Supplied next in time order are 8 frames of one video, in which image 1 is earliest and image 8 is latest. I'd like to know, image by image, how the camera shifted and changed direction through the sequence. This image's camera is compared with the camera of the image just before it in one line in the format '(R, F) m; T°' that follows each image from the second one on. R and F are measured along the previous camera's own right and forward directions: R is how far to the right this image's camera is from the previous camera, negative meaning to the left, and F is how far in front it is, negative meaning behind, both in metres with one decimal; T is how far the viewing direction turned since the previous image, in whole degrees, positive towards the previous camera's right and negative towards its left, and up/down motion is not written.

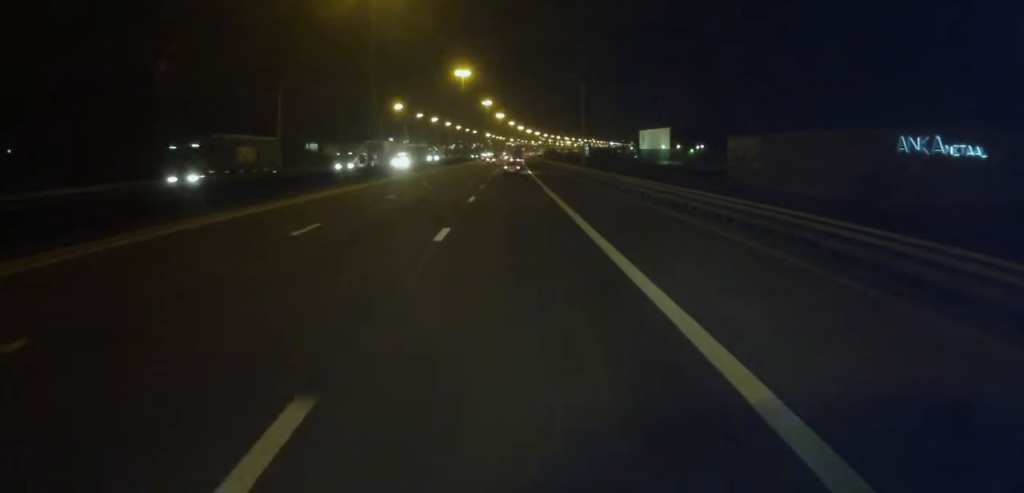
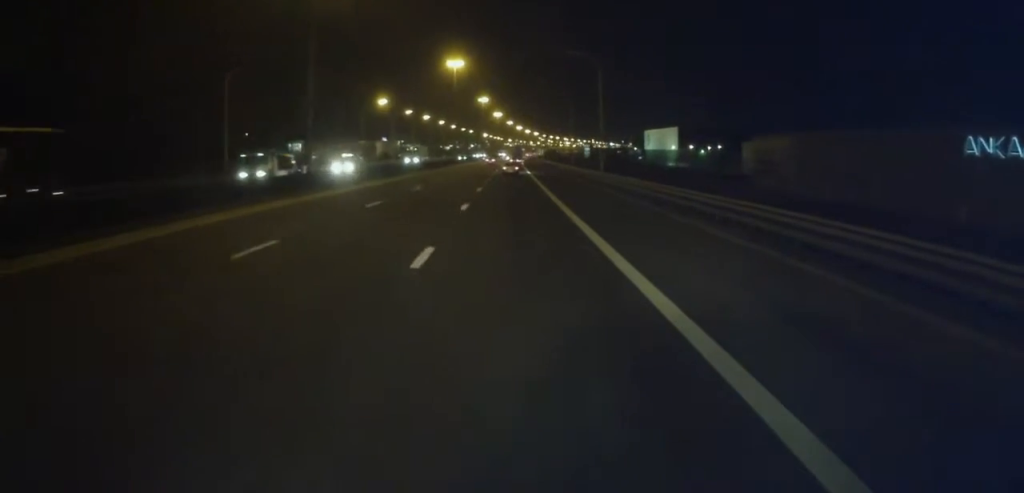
(0.0, +15.6) m; 0°
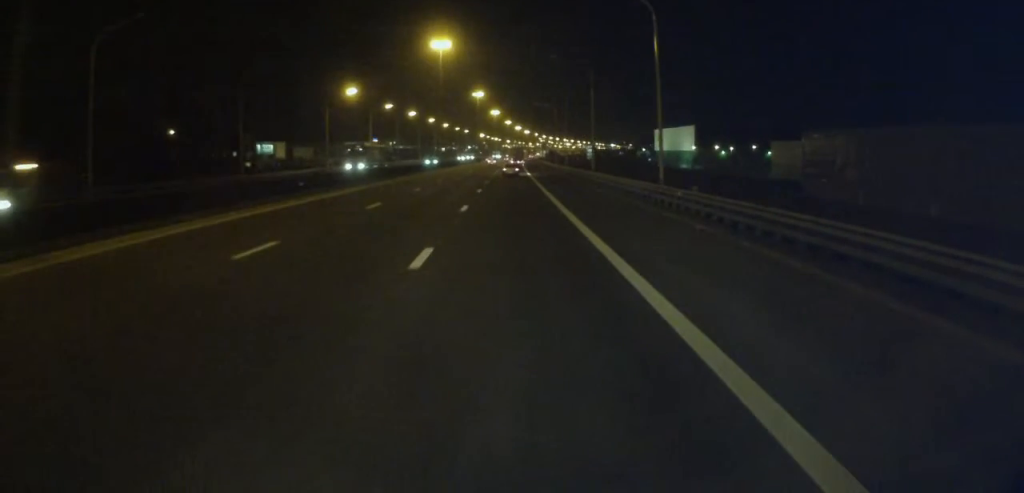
(-0.1, +31.5) m; -1°
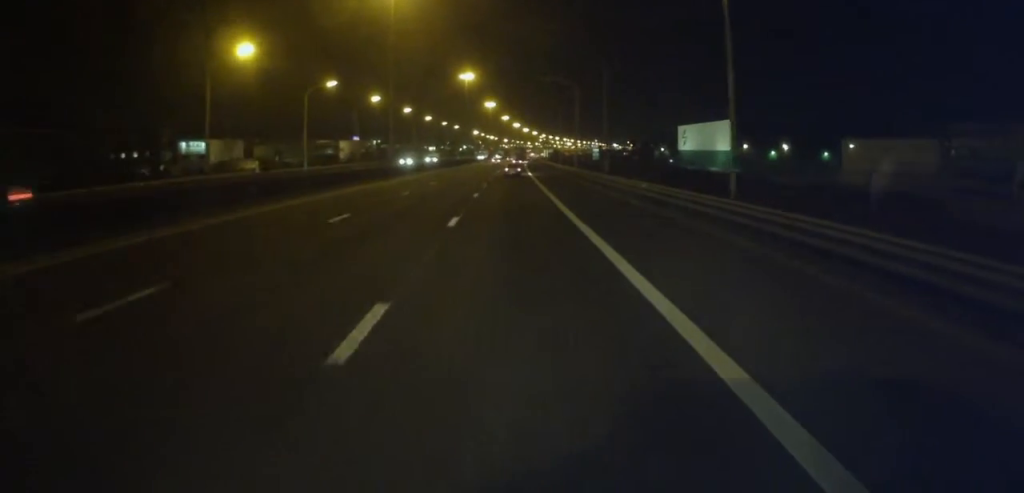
(+0.3, +37.7) m; +1°
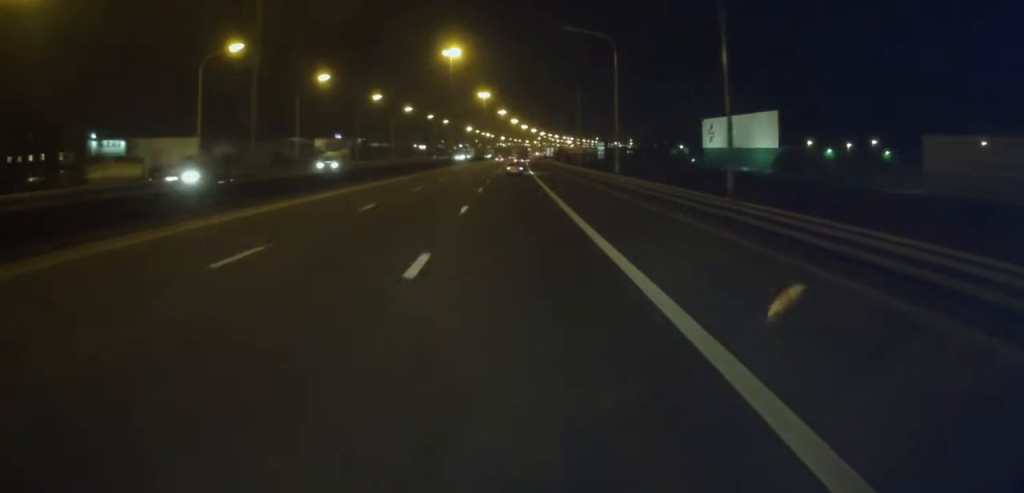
(+0.1, +32.5) m; -1°
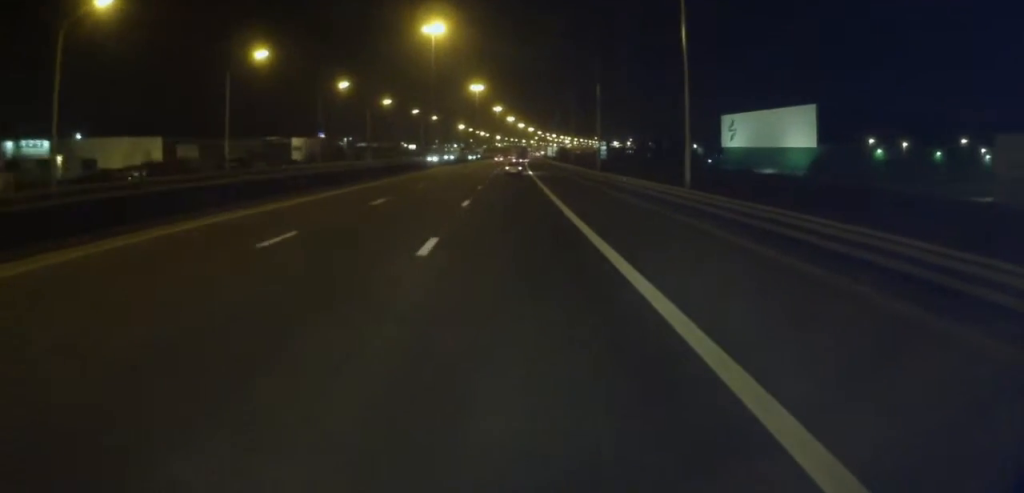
(-0.4, +21.9) m; 0°
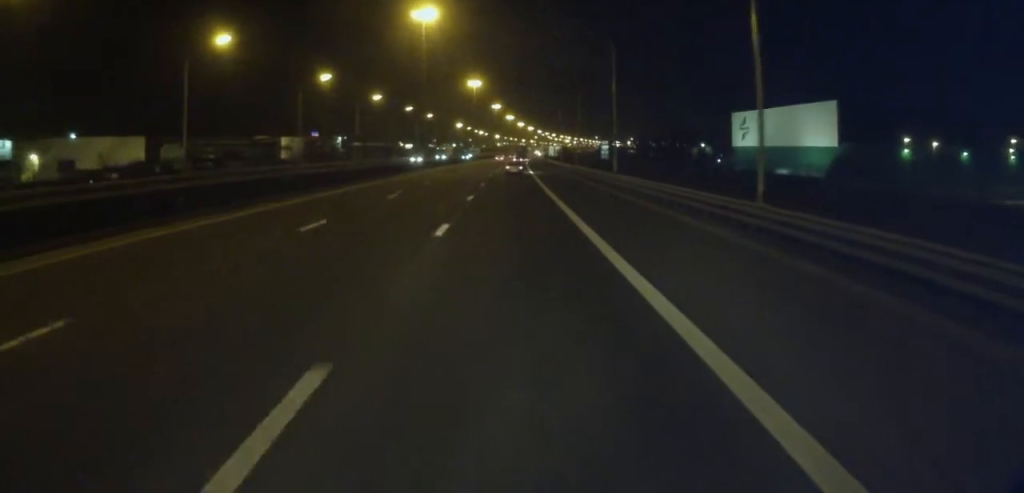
(+0.2, +9.4) m; 0°
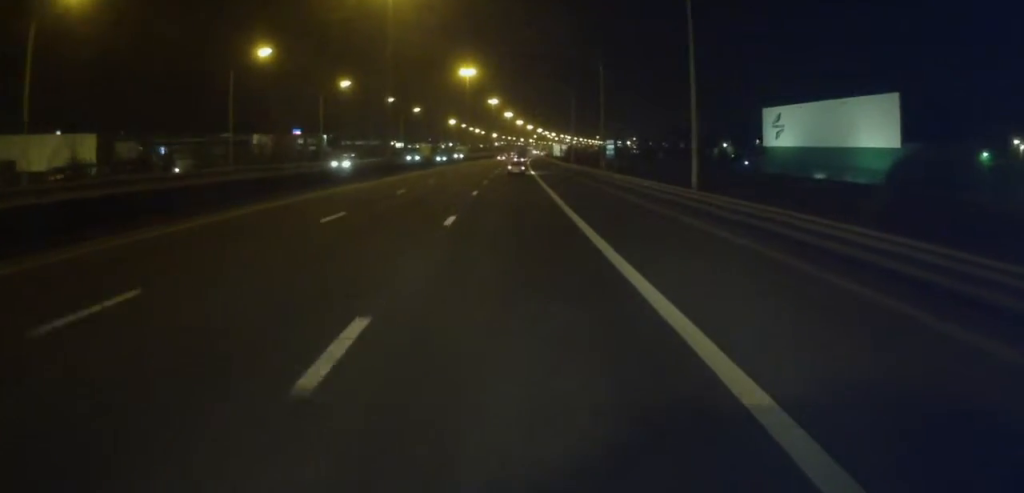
(+0.2, +22.8) m; 0°
